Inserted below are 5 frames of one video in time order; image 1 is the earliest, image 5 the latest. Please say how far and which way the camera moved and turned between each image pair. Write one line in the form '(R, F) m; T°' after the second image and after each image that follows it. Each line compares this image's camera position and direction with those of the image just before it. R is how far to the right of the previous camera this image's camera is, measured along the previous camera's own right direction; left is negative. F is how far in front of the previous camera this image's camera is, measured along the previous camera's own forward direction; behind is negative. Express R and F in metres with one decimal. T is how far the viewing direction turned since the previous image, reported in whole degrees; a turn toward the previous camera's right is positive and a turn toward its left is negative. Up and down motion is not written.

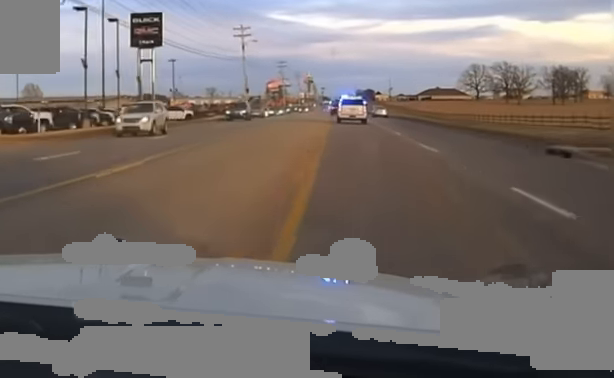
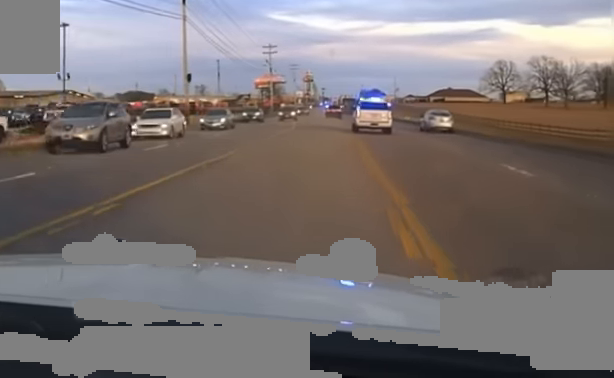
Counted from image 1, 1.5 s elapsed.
(-0.8, +62.0) m; 0°
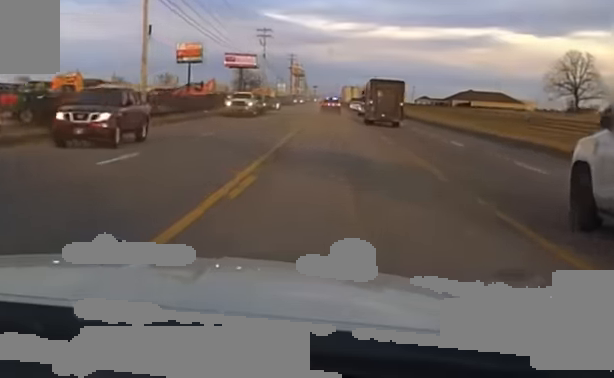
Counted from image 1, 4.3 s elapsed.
(+0.7, +100.8) m; +1°
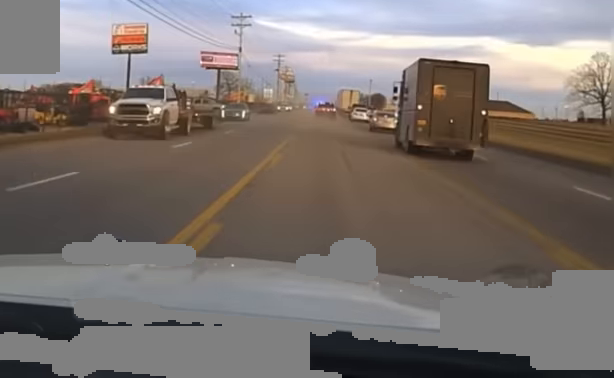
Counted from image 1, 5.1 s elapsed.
(0.0, +28.1) m; +1°
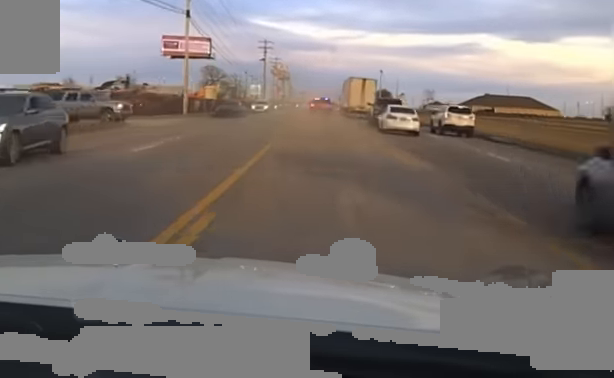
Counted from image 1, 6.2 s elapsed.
(+0.4, +38.9) m; 0°
